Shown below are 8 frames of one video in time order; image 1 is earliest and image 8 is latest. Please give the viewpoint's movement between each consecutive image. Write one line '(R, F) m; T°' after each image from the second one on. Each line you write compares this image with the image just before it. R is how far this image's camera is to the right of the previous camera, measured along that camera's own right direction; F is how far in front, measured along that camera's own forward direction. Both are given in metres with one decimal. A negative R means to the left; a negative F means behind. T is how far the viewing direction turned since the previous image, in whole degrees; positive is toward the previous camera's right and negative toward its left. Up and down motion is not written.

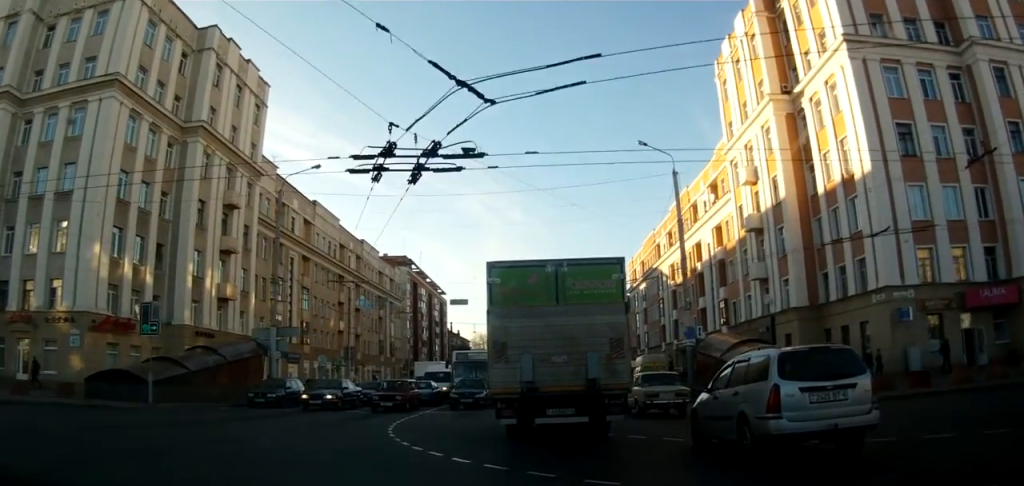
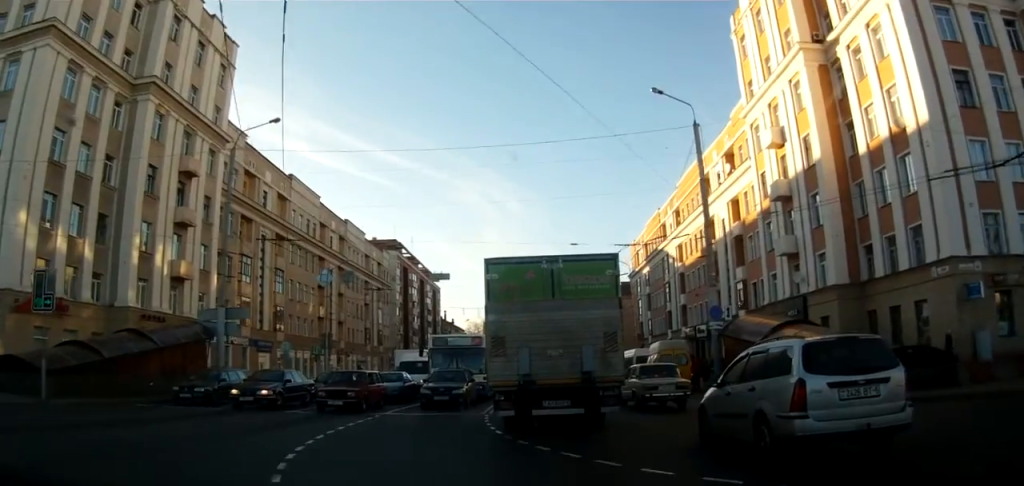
(0.0, +6.4) m; 0°
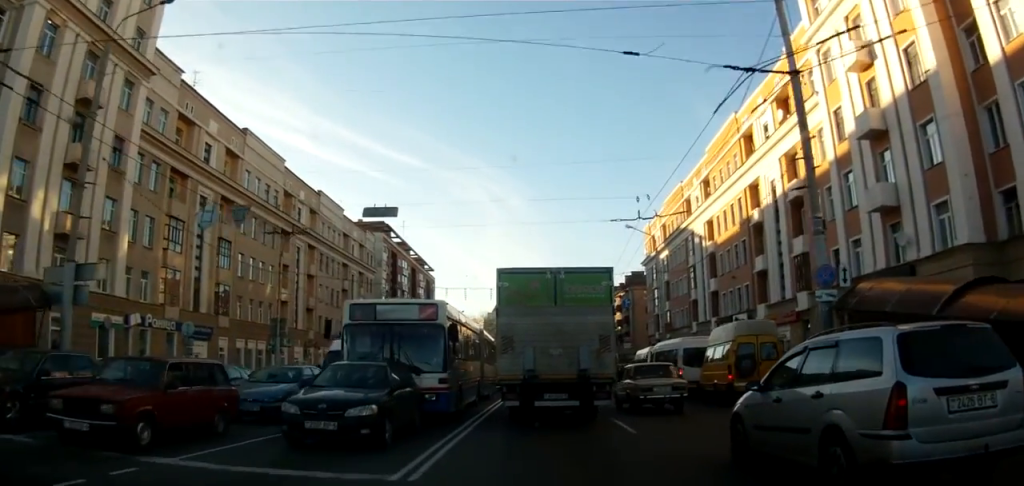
(+0.1, +12.2) m; 0°
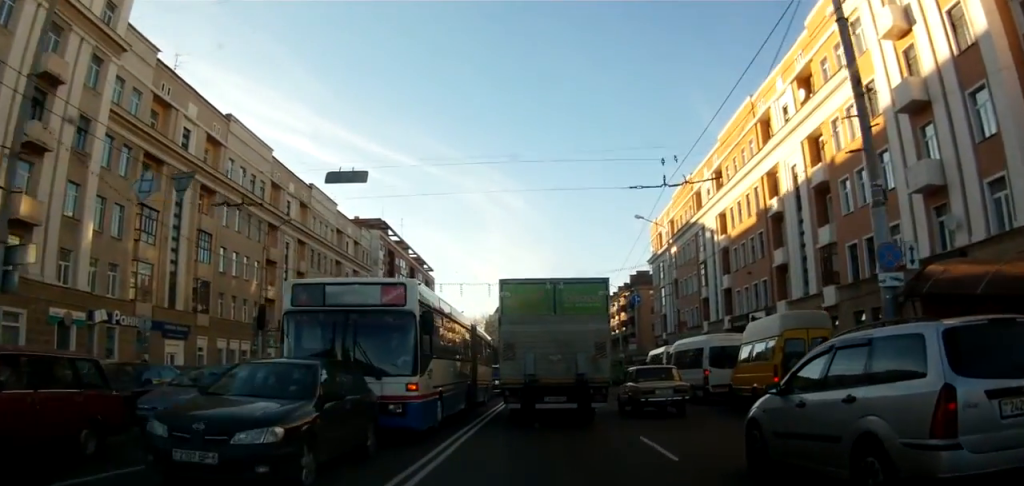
(0.0, +3.9) m; 0°
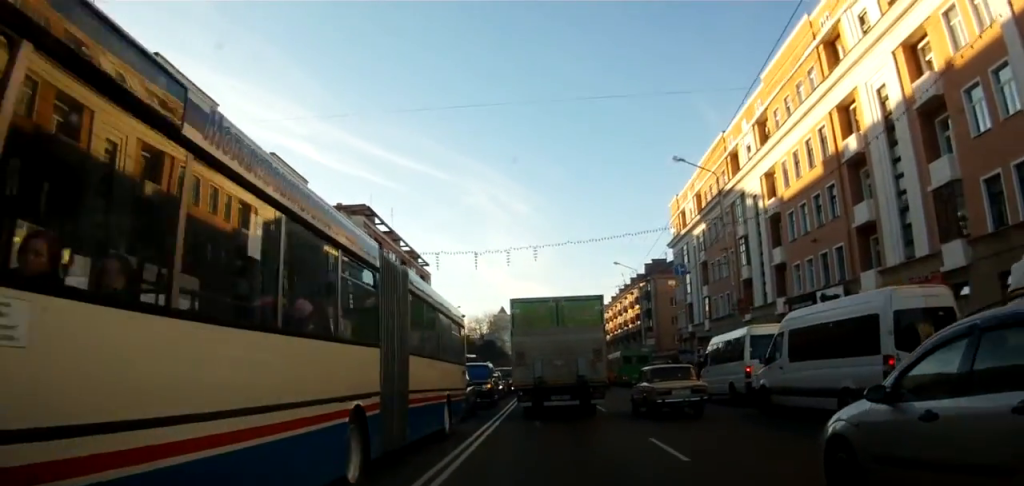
(-0.1, +11.7) m; -1°
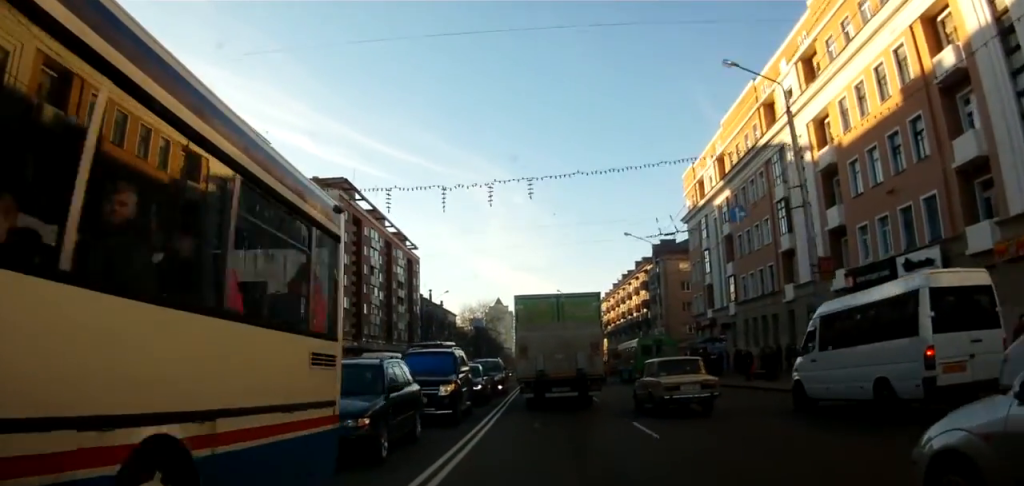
(0.0, +9.4) m; 0°
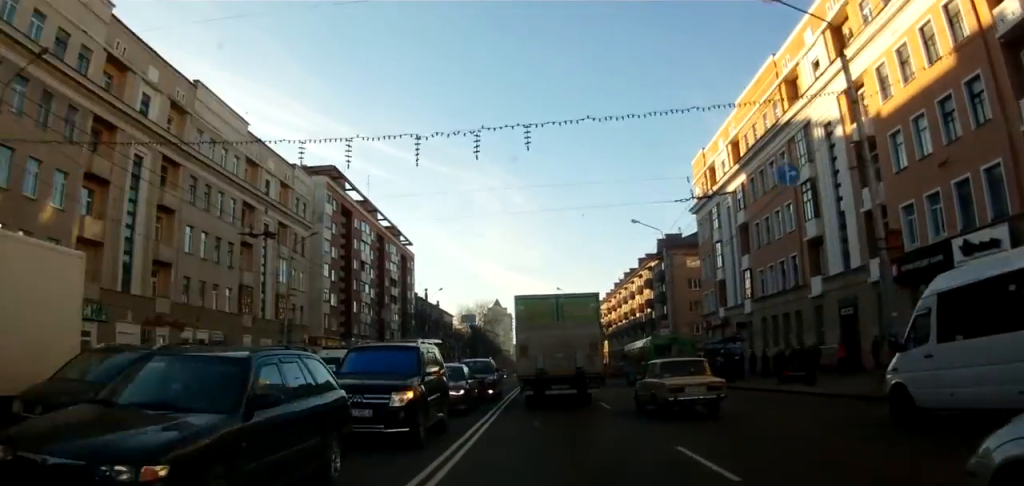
(0.0, +4.5) m; -1°
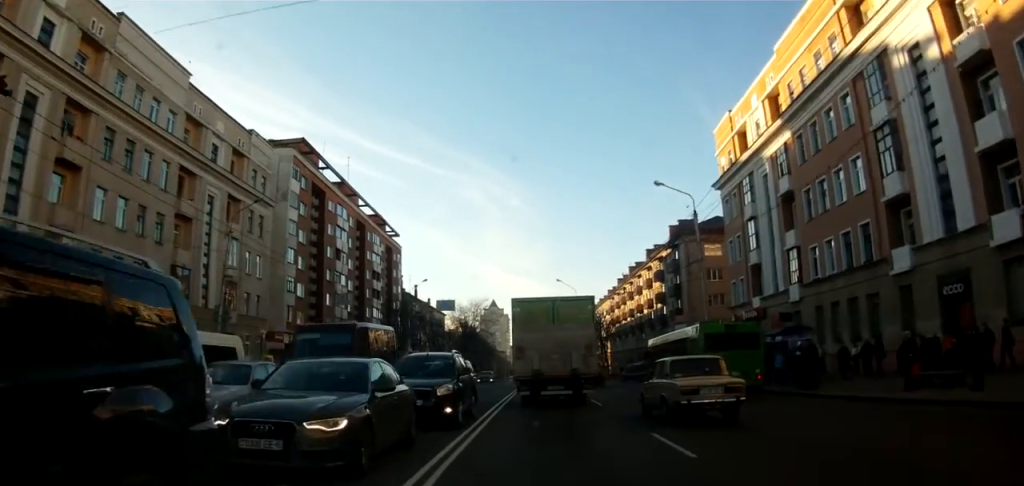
(-0.1, +9.6) m; -2°
